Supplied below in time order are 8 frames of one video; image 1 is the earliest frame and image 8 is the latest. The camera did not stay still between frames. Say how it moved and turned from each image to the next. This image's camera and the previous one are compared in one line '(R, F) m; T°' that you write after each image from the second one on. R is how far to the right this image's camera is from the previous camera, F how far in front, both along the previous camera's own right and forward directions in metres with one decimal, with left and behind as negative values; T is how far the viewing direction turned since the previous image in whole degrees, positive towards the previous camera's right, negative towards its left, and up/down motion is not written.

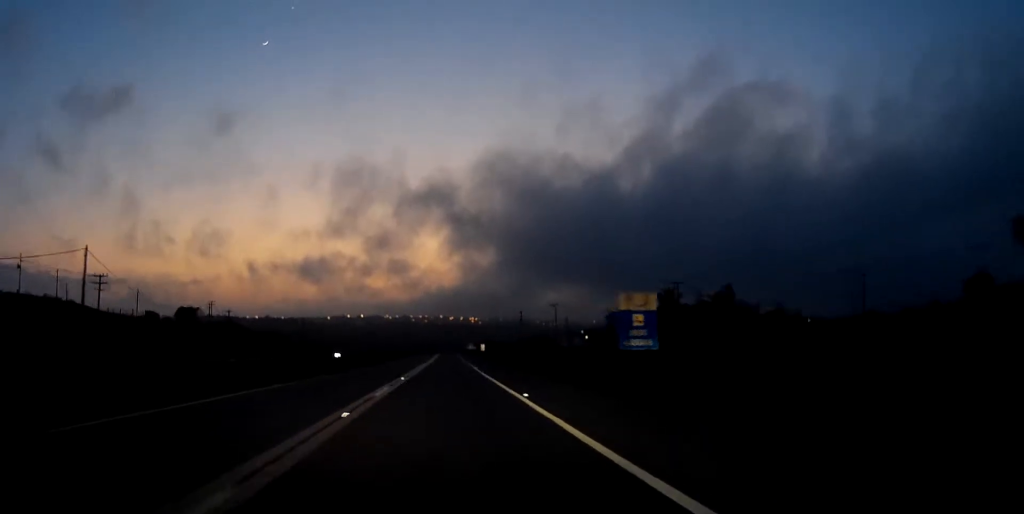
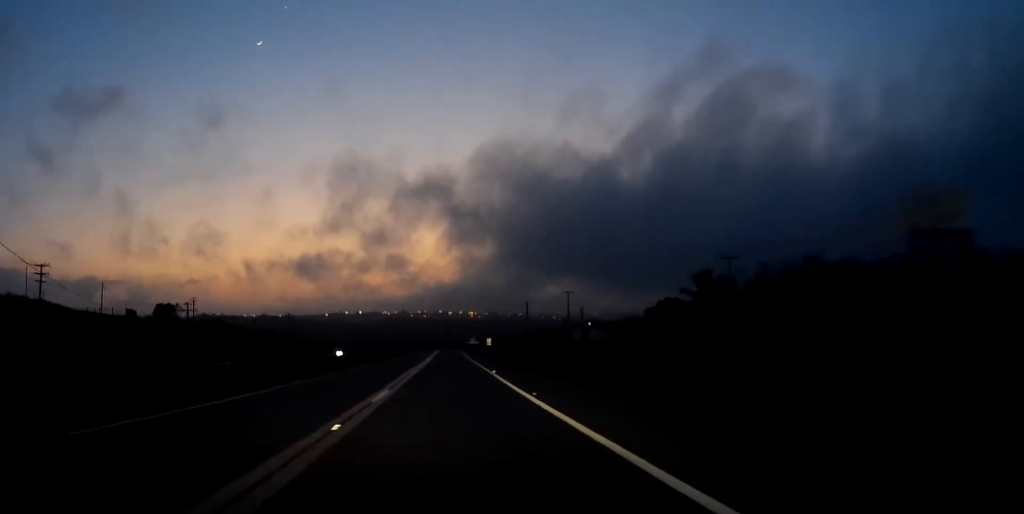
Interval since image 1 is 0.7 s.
(-0.1, +17.7) m; 0°
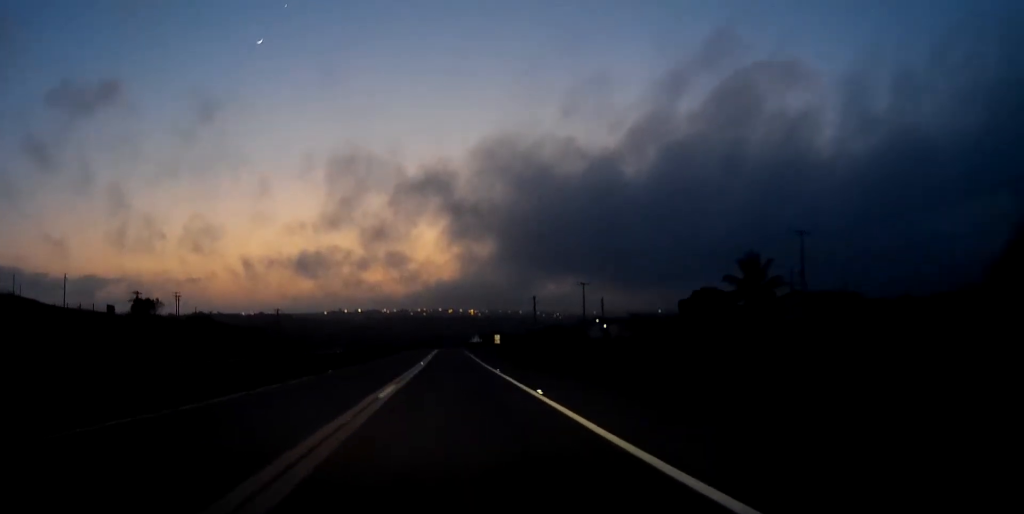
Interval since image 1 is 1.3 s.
(0.0, +16.1) m; 0°
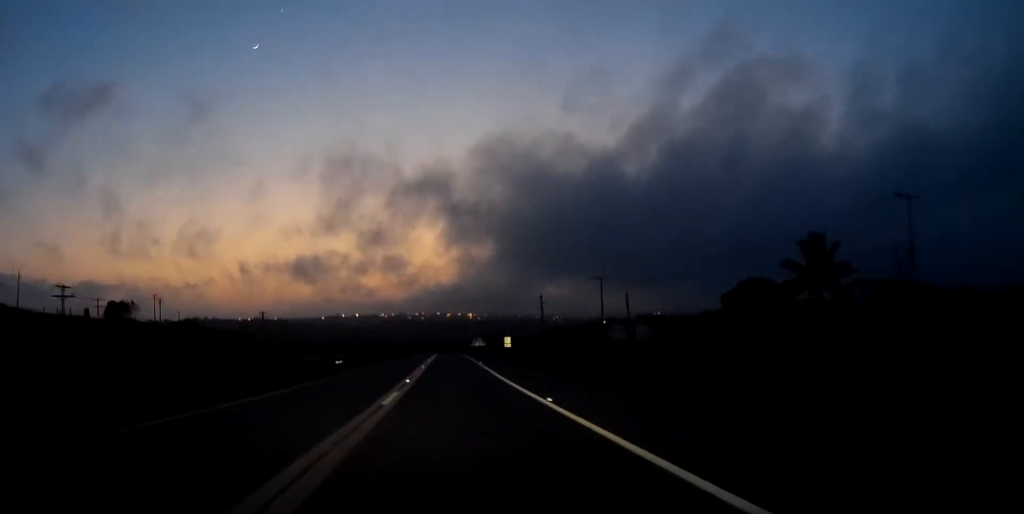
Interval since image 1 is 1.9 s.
(0.0, +16.2) m; 0°
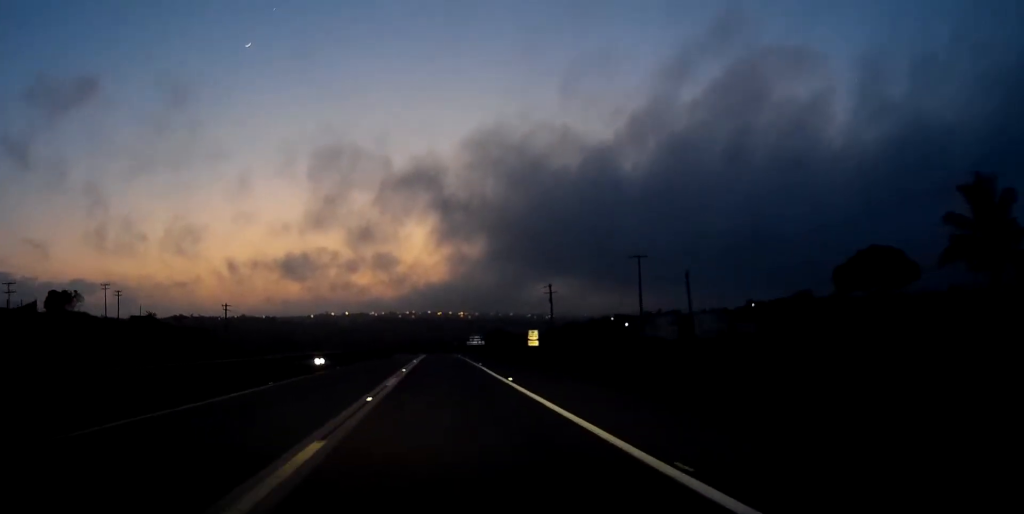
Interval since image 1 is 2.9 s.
(+0.2, +27.2) m; +1°
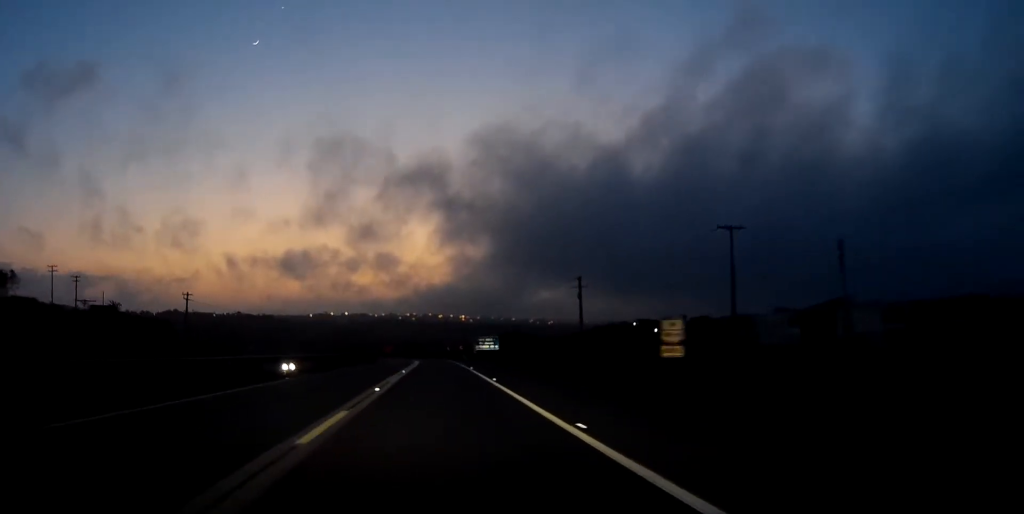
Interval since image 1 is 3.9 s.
(+0.1, +28.2) m; 0°
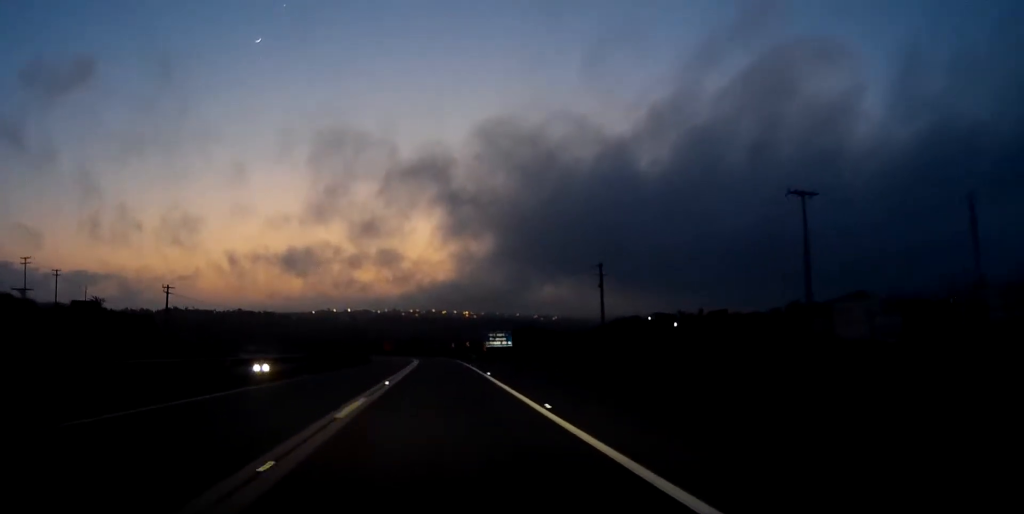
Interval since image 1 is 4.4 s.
(0.0, +12.7) m; 0°
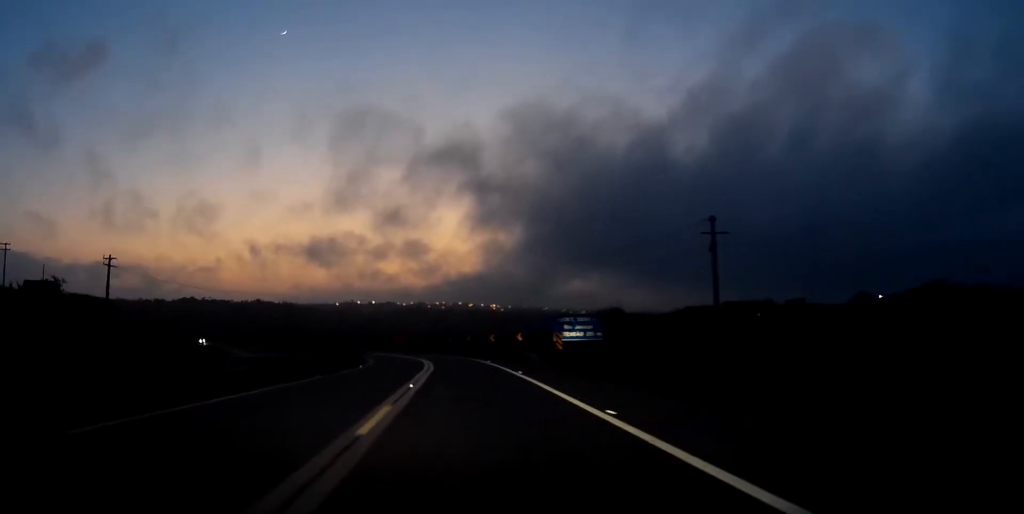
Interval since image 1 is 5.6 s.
(-0.4, +34.5) m; -3°
